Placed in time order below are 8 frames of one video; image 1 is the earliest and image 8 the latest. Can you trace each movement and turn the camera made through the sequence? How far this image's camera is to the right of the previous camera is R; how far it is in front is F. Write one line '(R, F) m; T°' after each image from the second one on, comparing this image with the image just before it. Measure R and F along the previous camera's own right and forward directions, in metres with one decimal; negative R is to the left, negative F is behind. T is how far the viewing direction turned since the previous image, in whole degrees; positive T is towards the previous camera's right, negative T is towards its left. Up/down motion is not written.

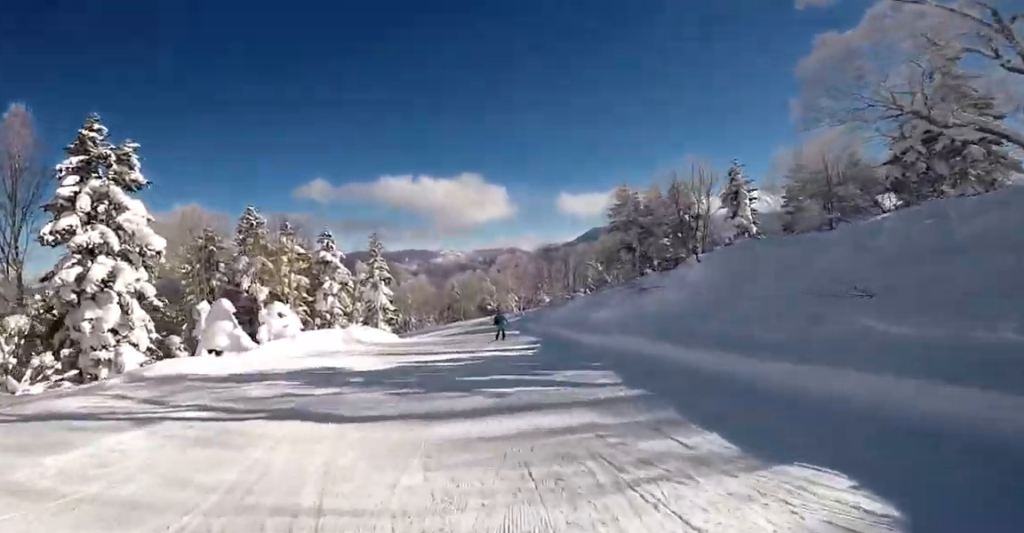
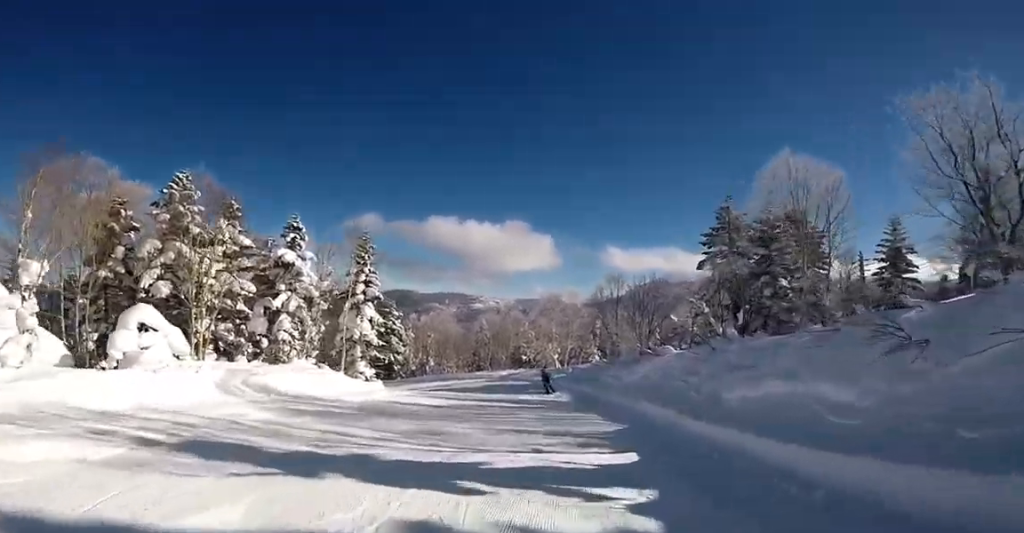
(+0.6, +10.3) m; +5°
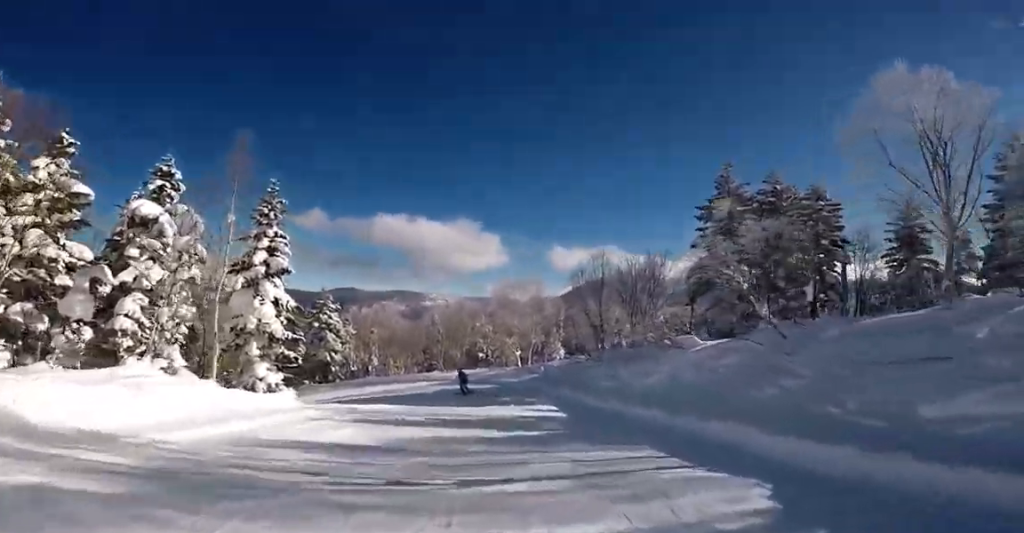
(0.0, +5.9) m; +5°
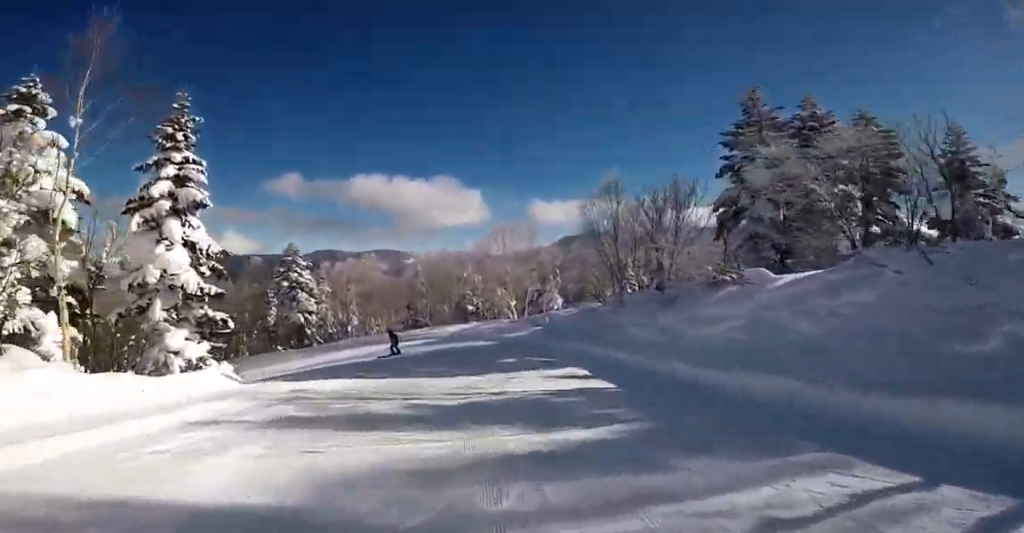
(+0.3, +4.0) m; -7°
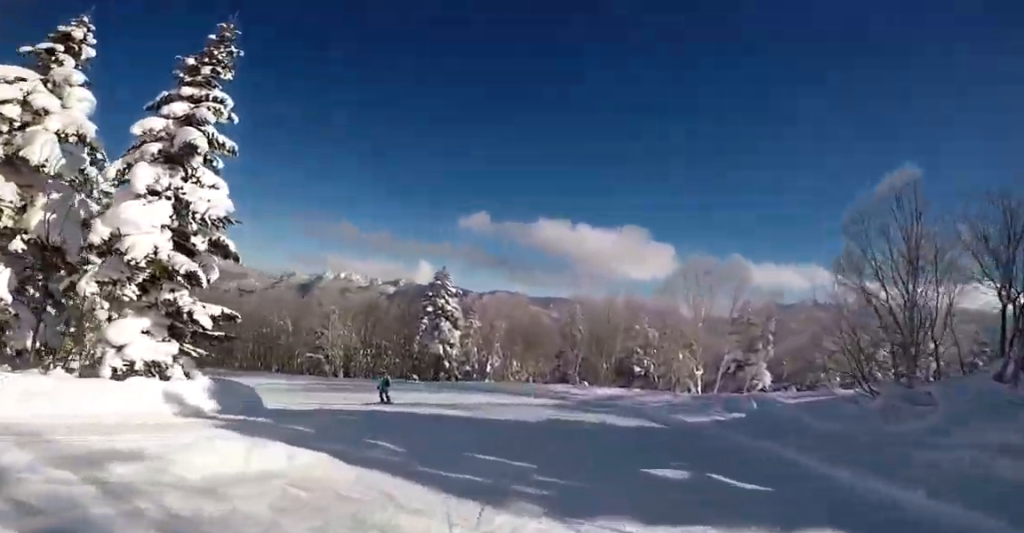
(-0.2, +5.7) m; -18°
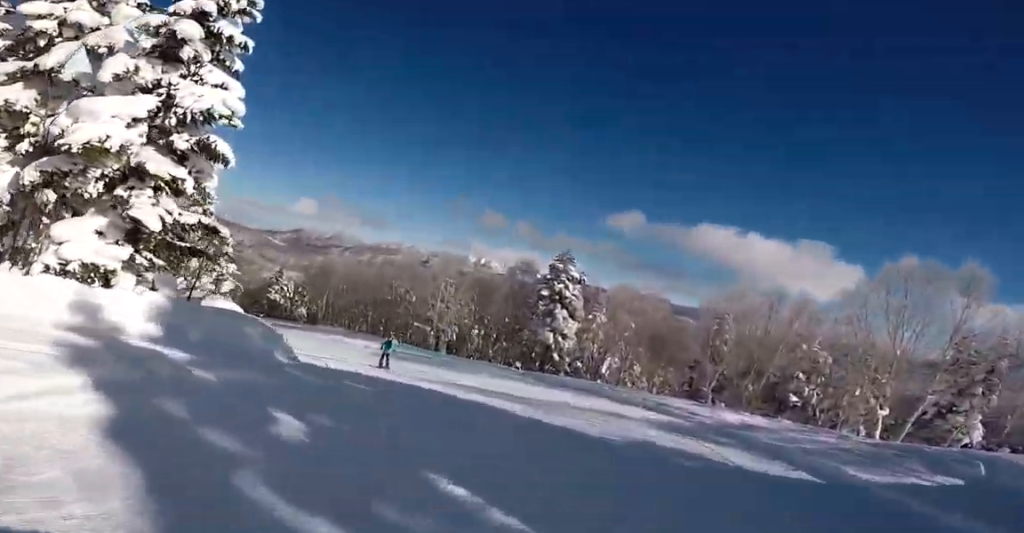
(-0.9, +3.5) m; -16°
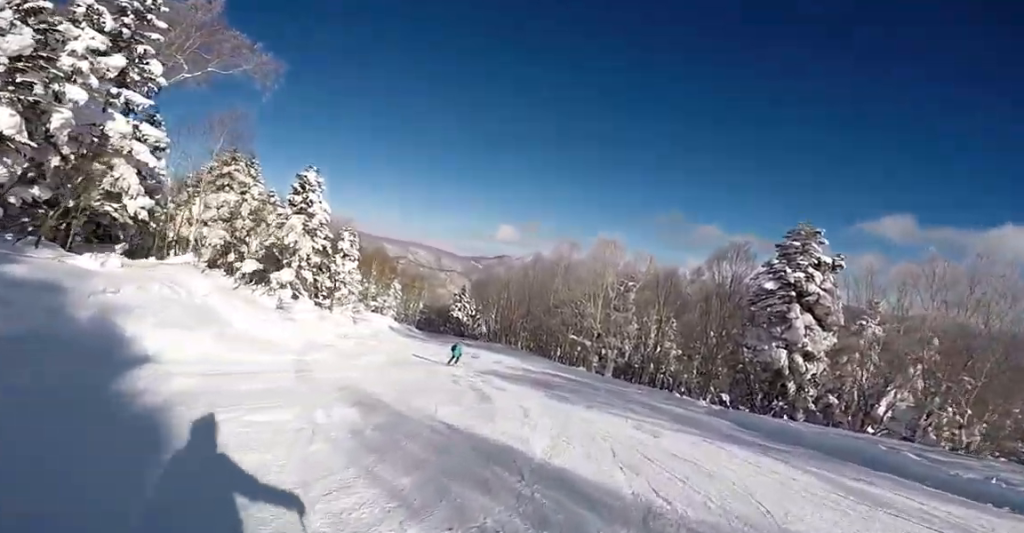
(-2.7, +9.3) m; -31°
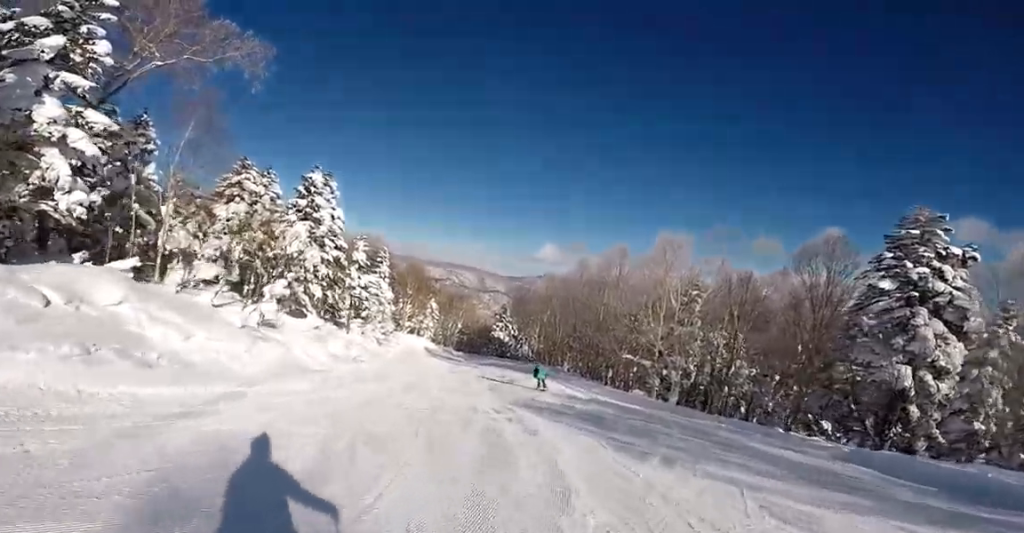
(-0.9, +4.6) m; -8°
